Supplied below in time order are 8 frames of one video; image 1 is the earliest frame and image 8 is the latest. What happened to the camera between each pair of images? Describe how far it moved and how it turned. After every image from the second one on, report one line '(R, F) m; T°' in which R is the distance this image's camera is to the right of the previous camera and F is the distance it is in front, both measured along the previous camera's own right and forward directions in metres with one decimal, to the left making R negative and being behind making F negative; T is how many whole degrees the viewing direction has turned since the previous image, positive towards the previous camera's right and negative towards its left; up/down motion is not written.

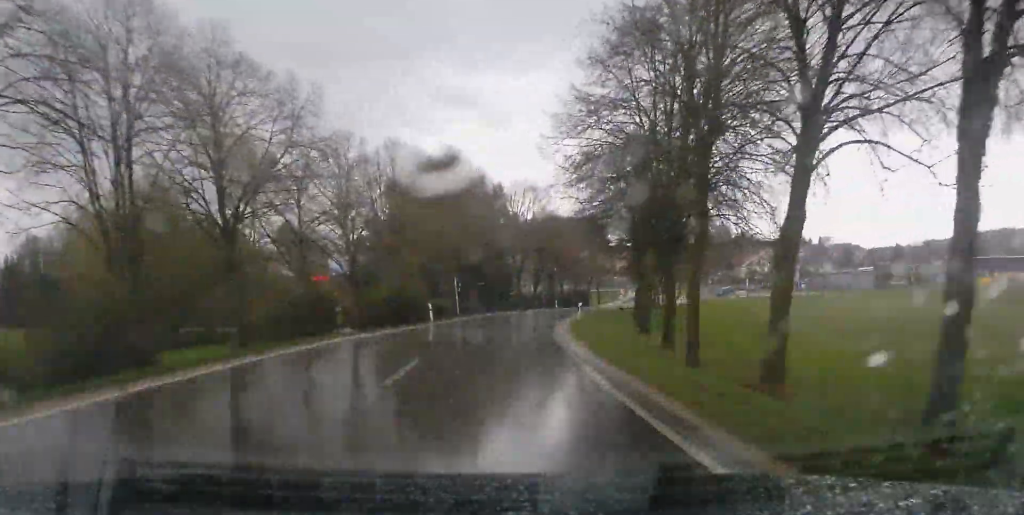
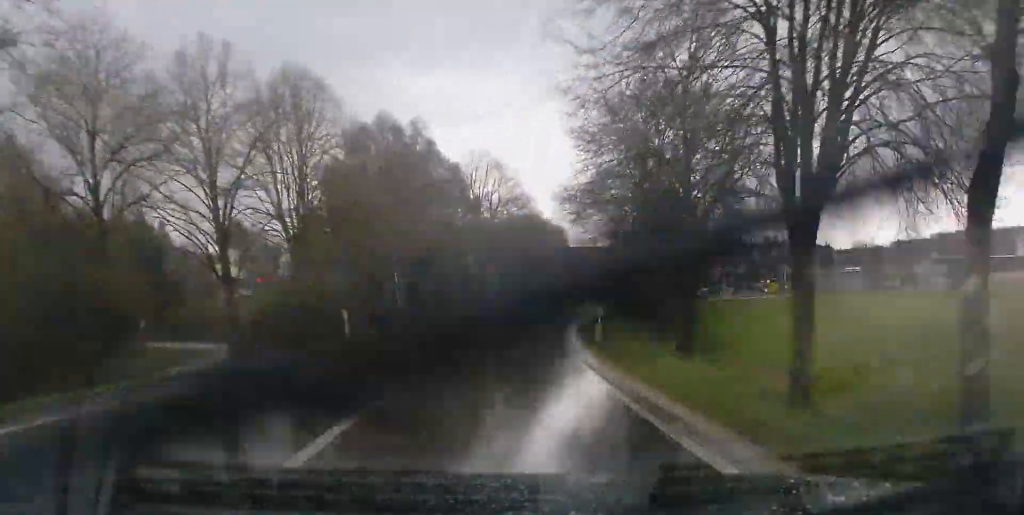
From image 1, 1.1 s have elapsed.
(+1.0, +16.7) m; +4°
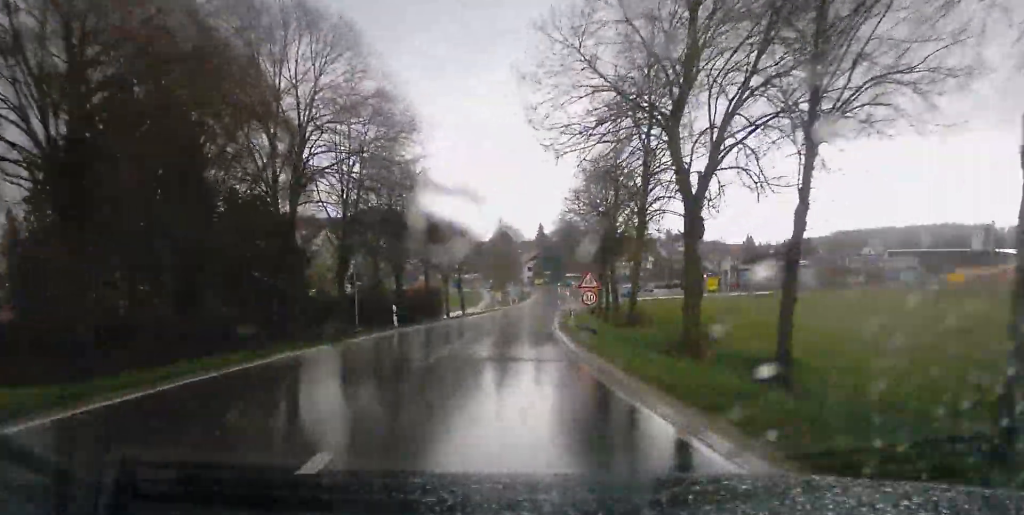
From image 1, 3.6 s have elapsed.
(+3.0, +38.3) m; +7°
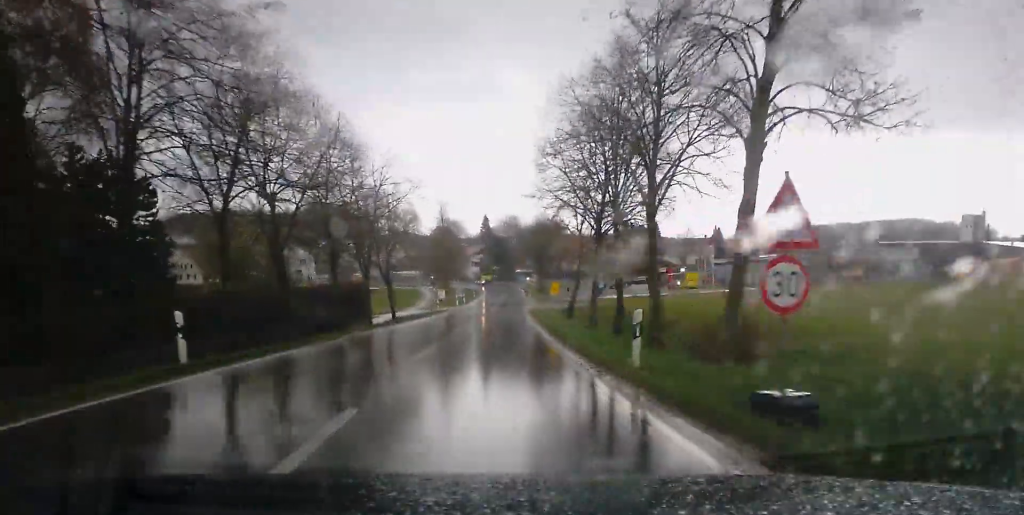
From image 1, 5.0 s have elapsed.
(+0.4, +20.8) m; +3°
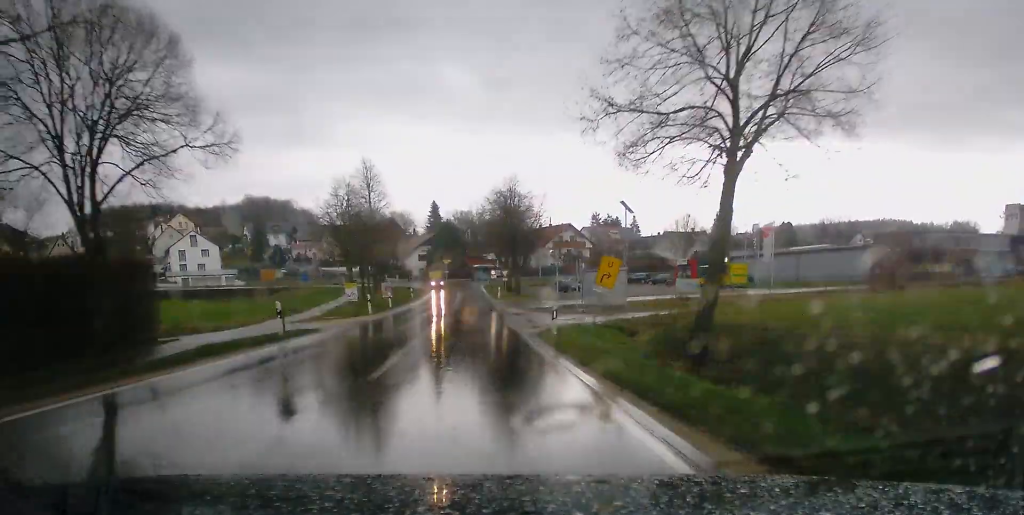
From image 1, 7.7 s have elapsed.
(+1.3, +36.4) m; +3°
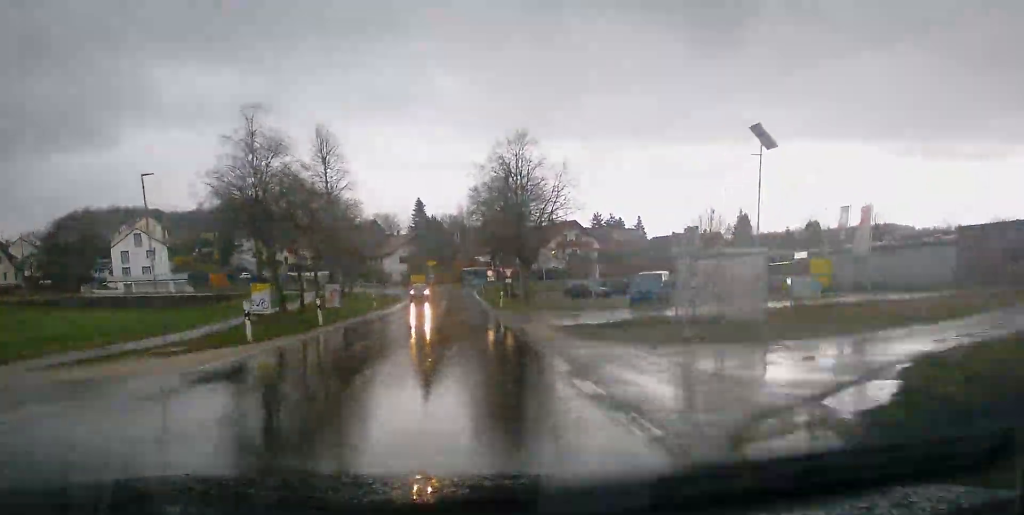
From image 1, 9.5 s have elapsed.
(+0.1, +21.3) m; +2°
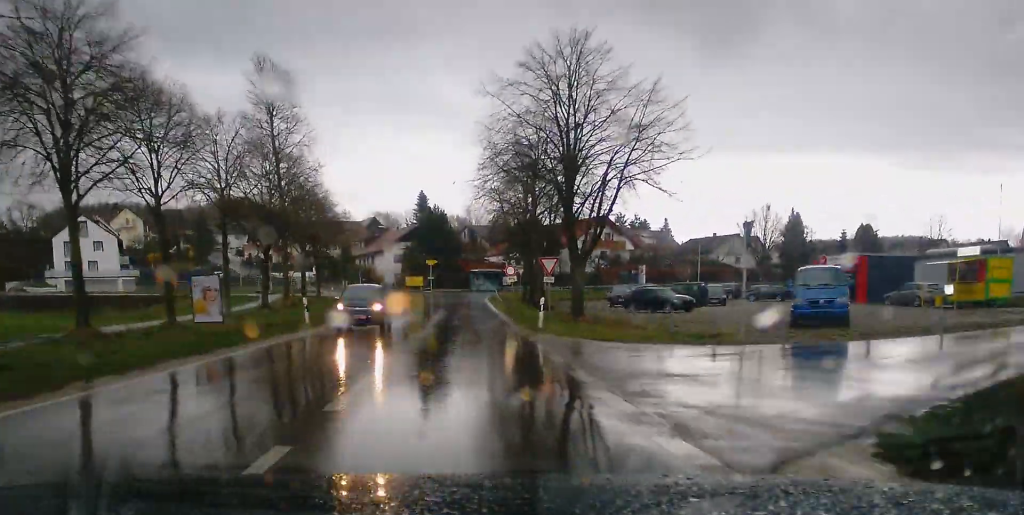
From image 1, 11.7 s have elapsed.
(+1.0, +22.6) m; +2°
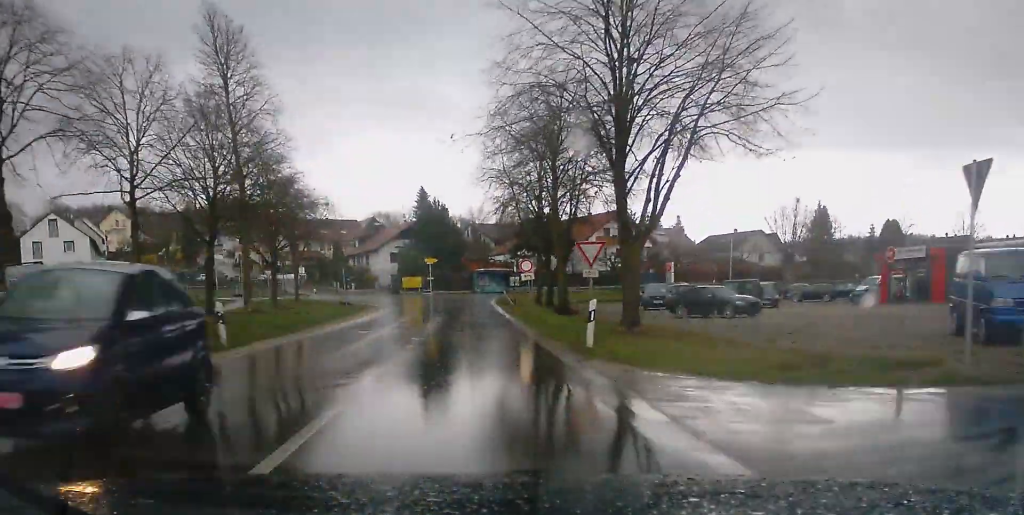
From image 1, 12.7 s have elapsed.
(-0.2, +9.8) m; 0°
